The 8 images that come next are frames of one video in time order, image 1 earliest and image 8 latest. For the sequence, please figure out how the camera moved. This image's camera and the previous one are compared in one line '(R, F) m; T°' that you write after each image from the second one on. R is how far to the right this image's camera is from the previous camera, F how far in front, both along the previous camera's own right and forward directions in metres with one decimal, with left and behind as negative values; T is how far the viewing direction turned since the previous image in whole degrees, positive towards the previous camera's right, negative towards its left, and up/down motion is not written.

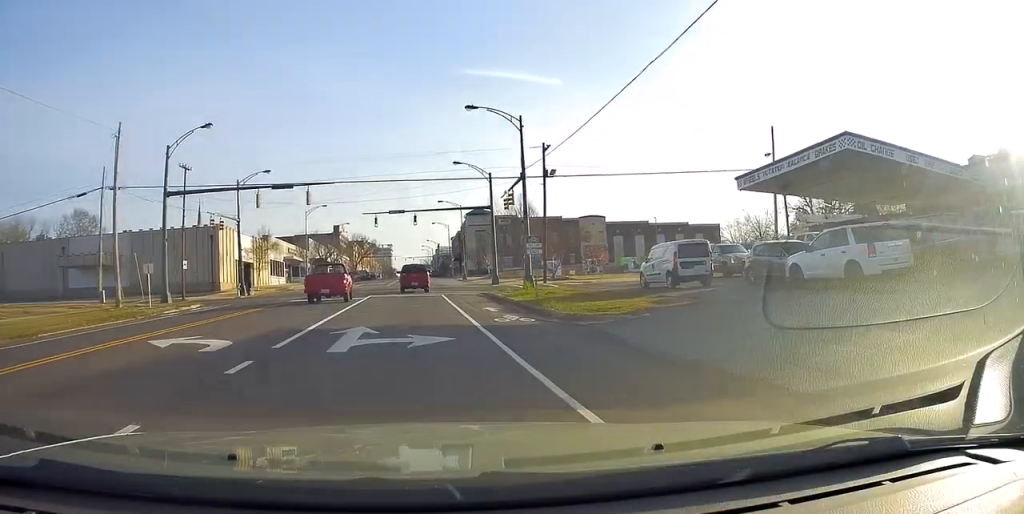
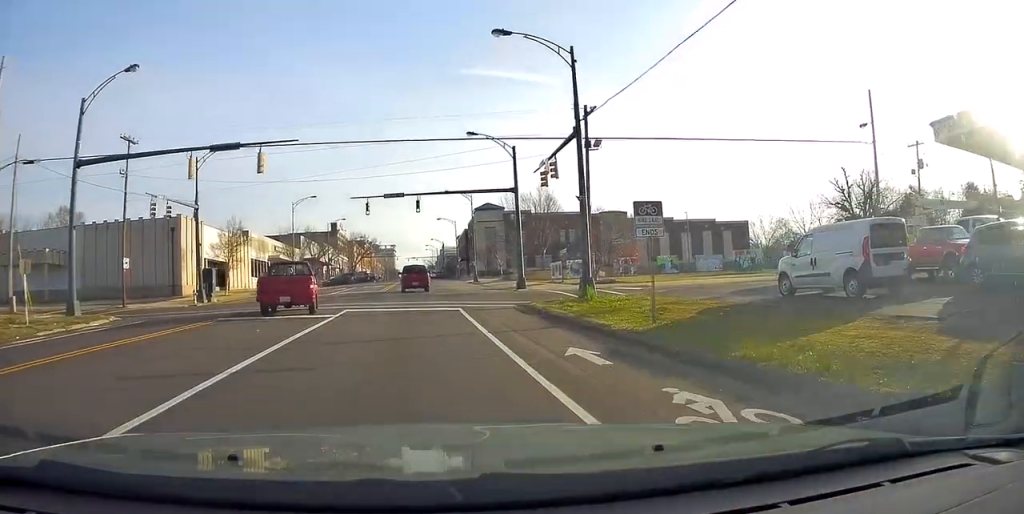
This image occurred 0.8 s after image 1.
(-0.5, +10.3) m; 0°
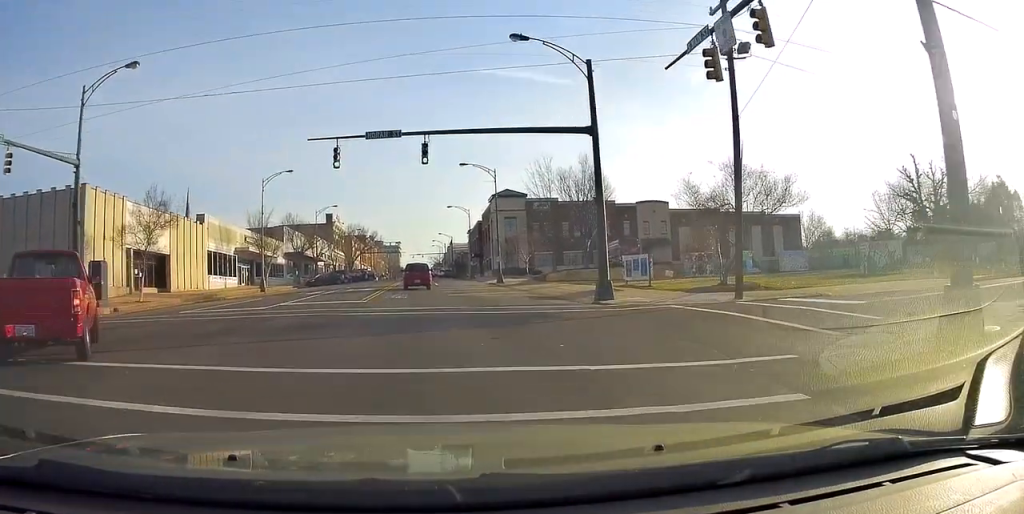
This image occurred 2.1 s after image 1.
(+0.7, +16.0) m; +2°
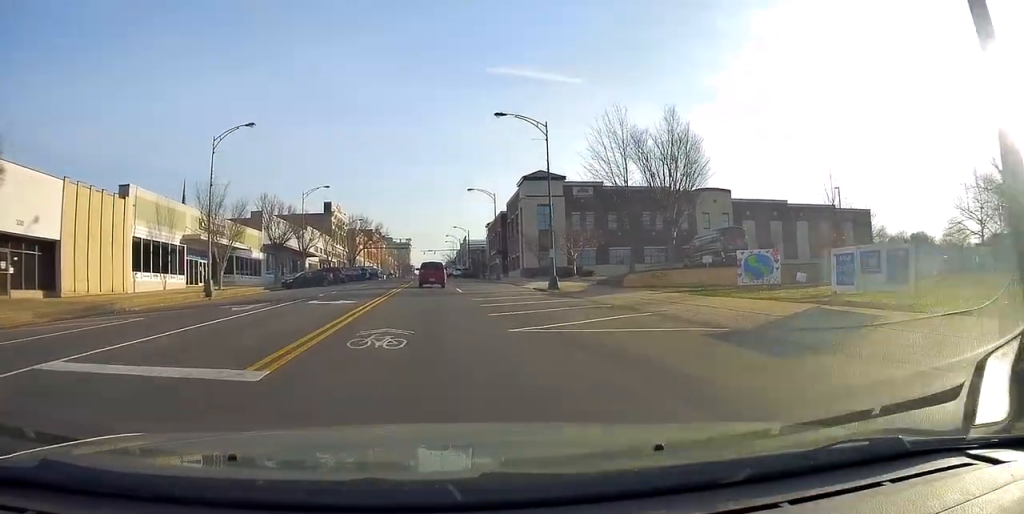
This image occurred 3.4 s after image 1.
(-0.3, +17.2) m; -2°
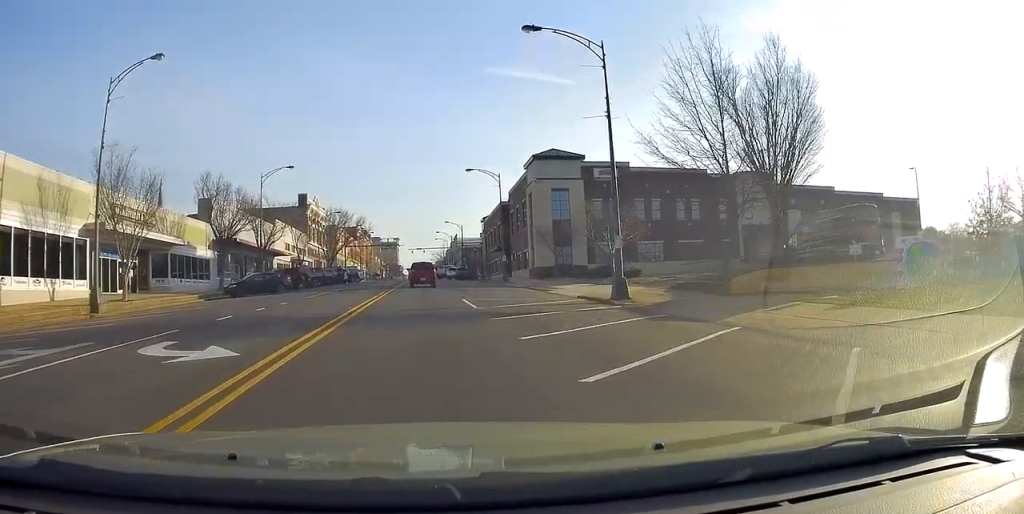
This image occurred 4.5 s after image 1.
(0.0, +13.6) m; 0°
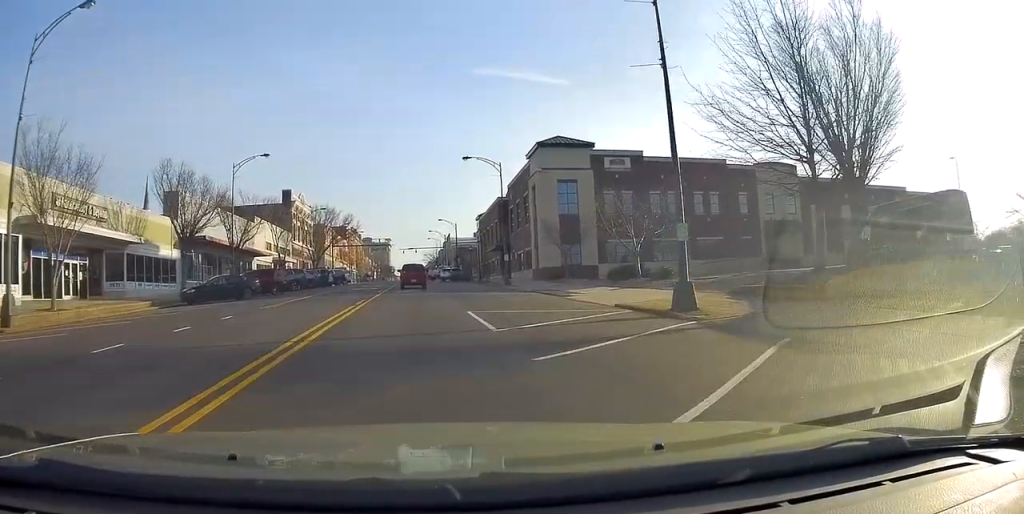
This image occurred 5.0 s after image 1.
(0.0, +6.3) m; +1°
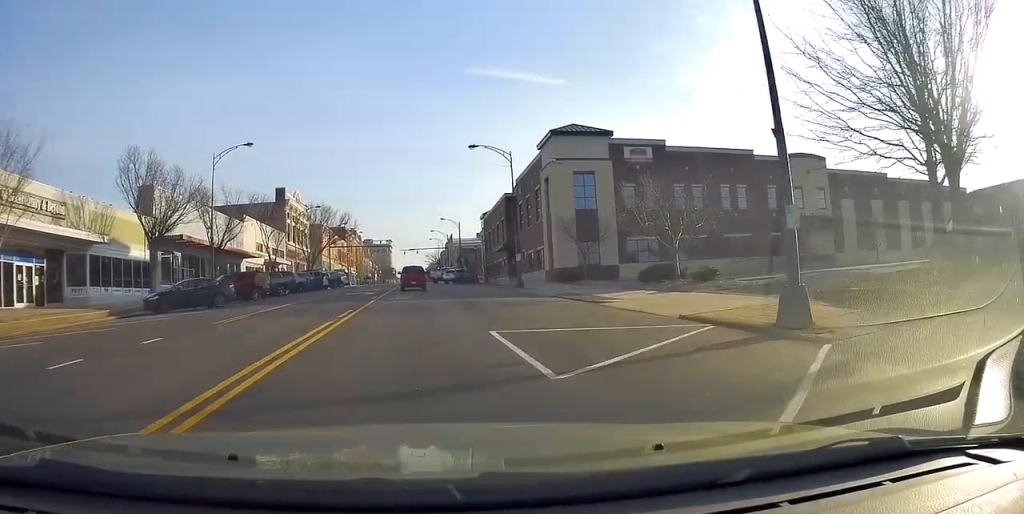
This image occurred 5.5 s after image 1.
(-0.1, +5.2) m; +1°
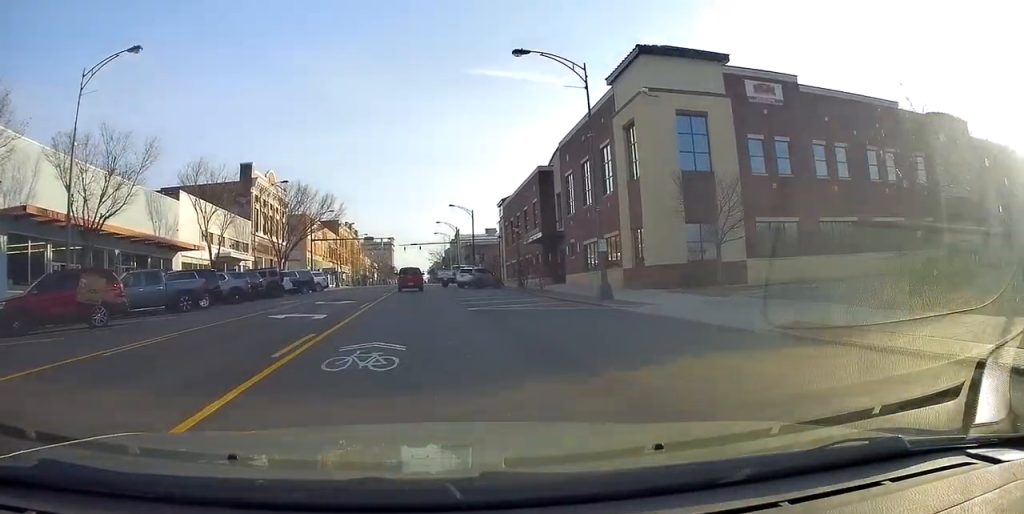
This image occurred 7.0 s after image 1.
(+0.1, +19.2) m; -2°
